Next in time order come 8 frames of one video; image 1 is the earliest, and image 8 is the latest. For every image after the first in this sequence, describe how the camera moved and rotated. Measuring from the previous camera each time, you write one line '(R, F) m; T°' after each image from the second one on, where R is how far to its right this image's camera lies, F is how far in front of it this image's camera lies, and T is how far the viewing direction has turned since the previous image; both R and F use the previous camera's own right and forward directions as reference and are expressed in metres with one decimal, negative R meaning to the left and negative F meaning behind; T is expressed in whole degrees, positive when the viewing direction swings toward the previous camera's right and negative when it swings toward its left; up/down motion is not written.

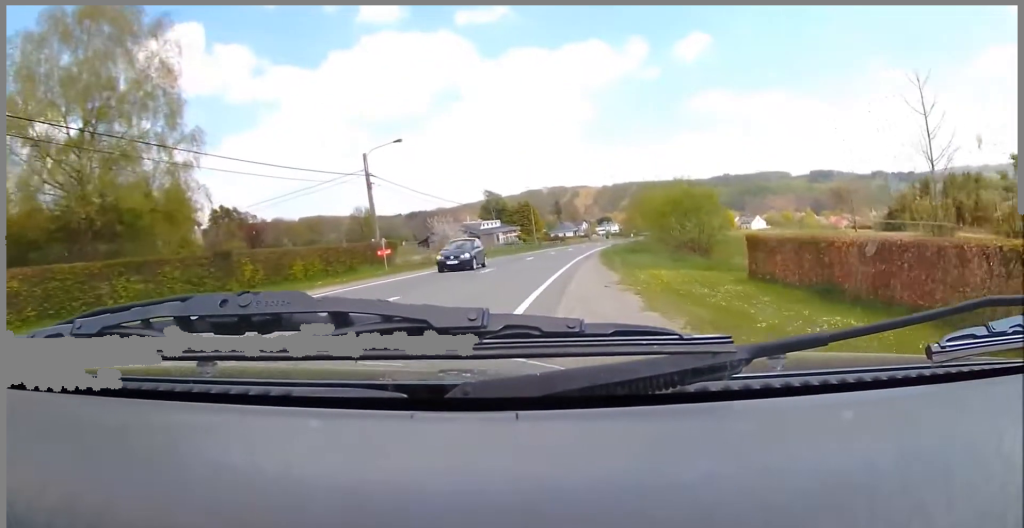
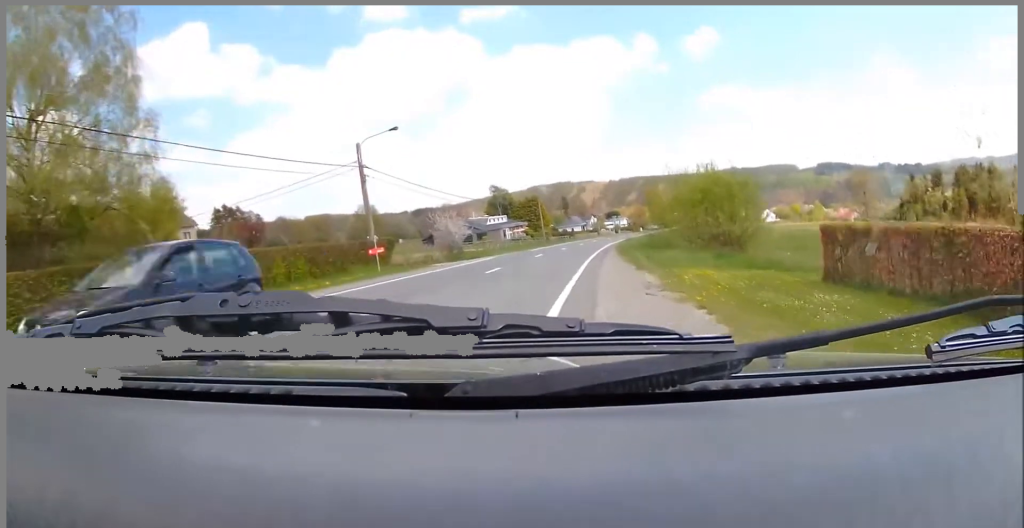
(-0.1, +3.3) m; +3°
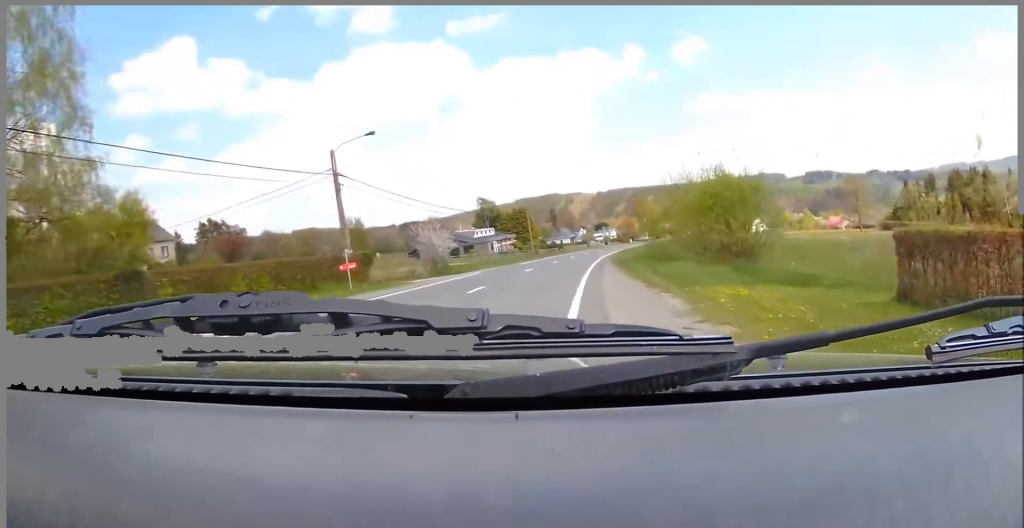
(0.0, +2.8) m; +2°
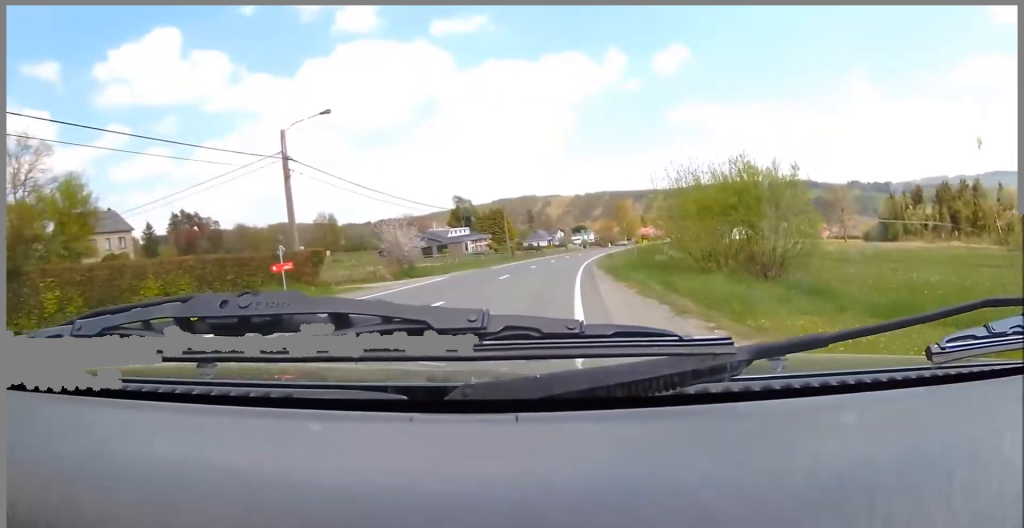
(+0.3, +4.4) m; +2°
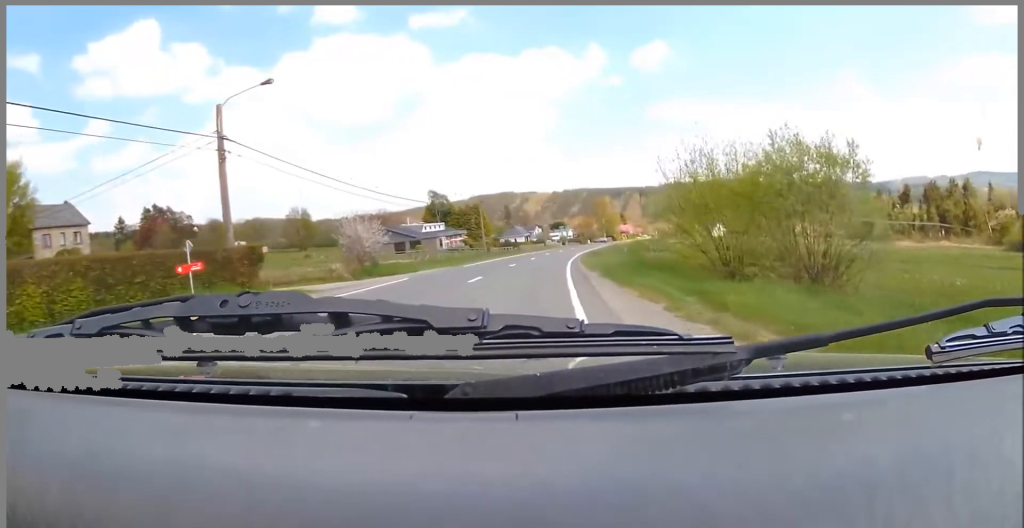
(0.0, +4.6) m; +1°
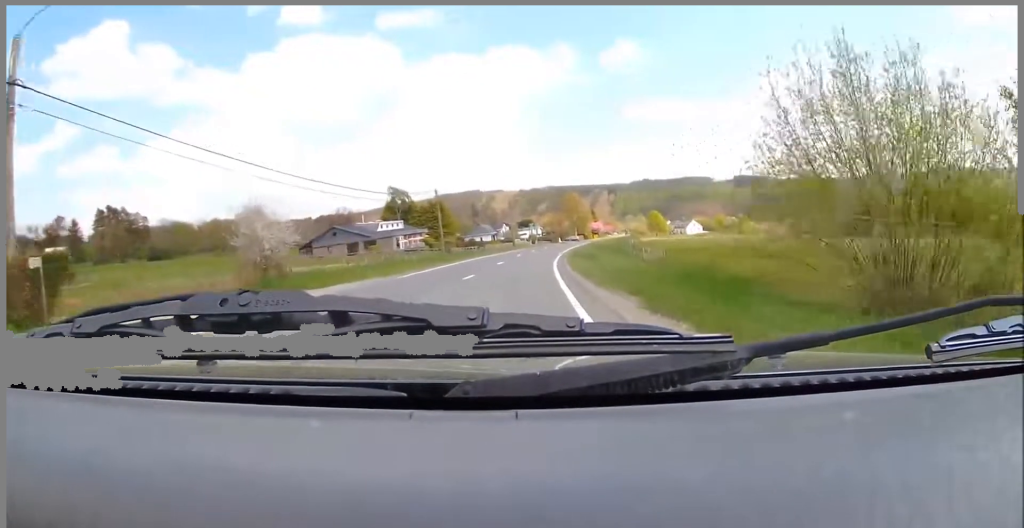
(0.0, +10.1) m; +3°
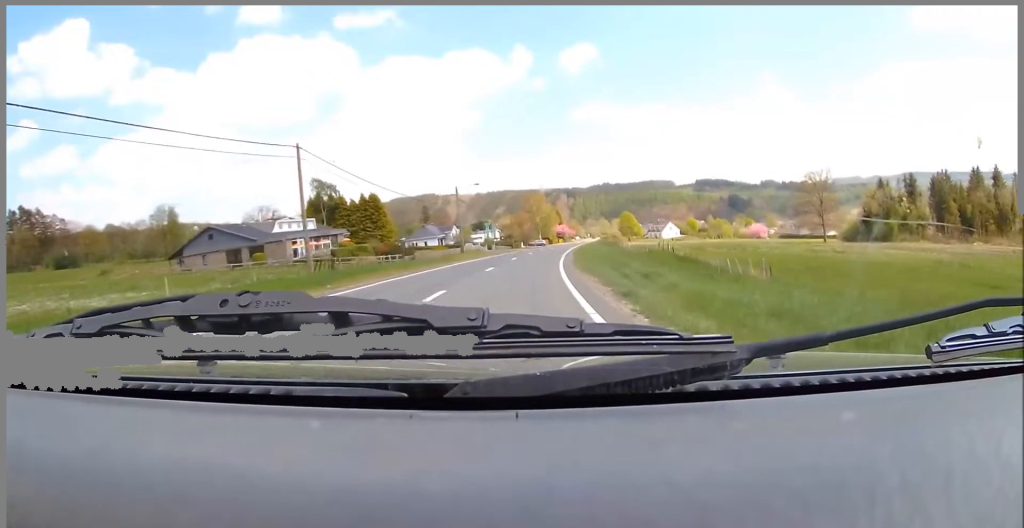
(+2.0, +30.3) m; +6°
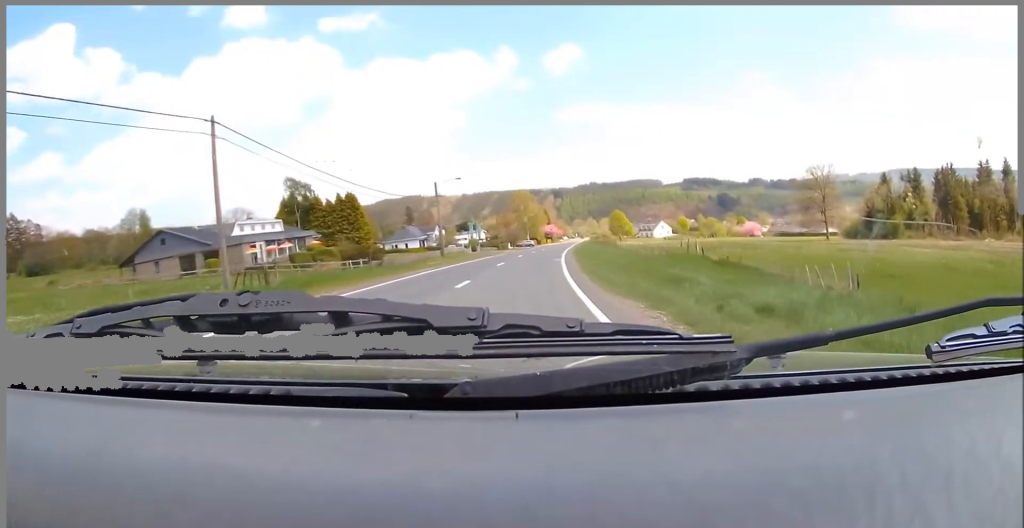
(+0.3, +8.1) m; +2°
